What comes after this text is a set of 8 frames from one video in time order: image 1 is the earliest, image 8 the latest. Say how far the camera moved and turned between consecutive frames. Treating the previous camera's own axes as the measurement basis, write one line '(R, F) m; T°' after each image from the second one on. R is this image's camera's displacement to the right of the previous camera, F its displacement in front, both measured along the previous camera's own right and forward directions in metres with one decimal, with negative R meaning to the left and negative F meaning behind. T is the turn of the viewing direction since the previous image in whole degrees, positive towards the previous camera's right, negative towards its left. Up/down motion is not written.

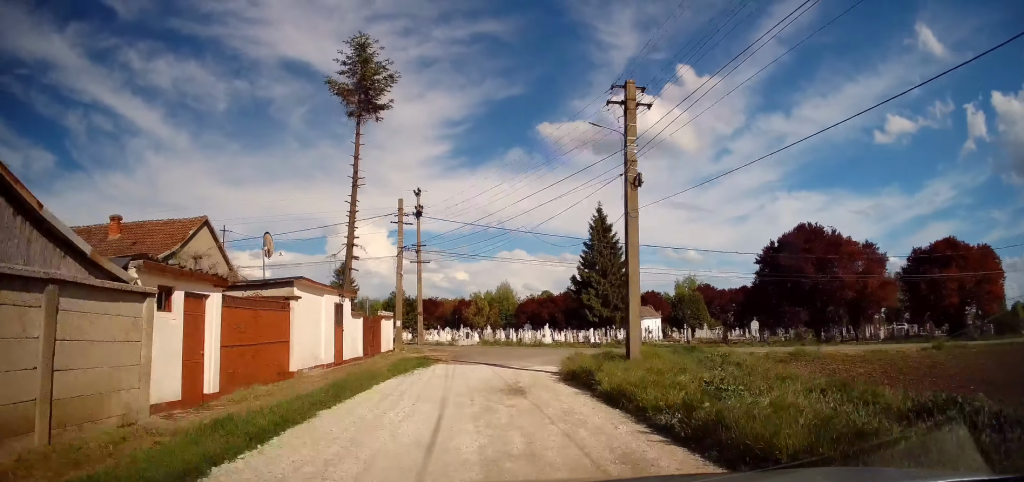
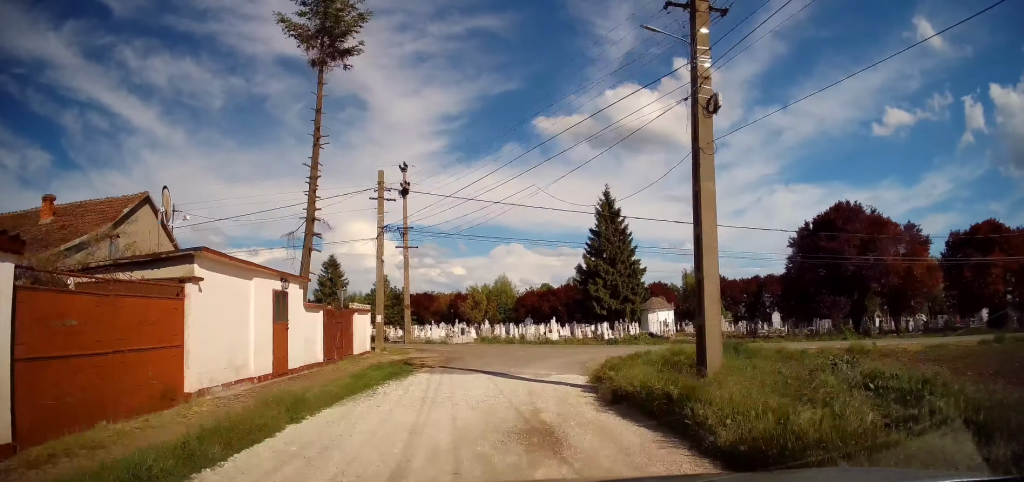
(-0.2, +4.8) m; 0°
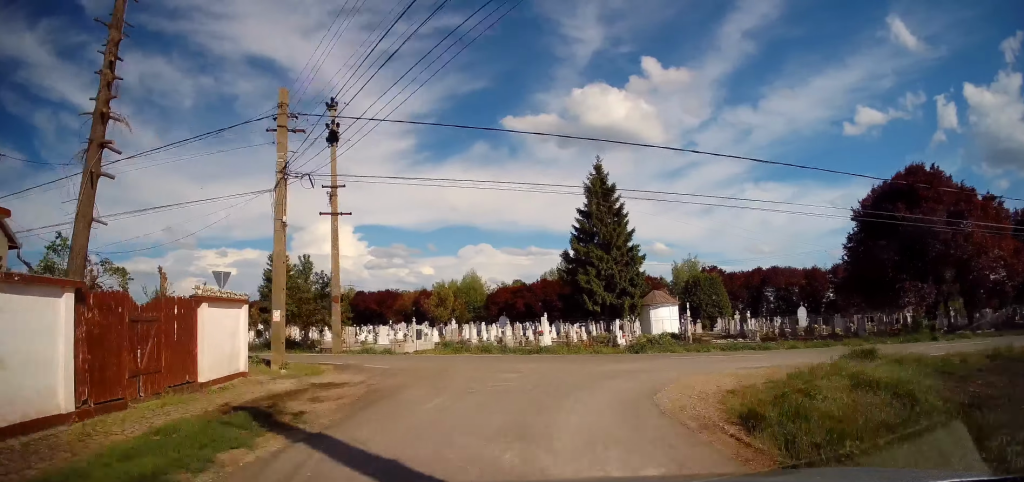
(+0.5, +9.4) m; +6°
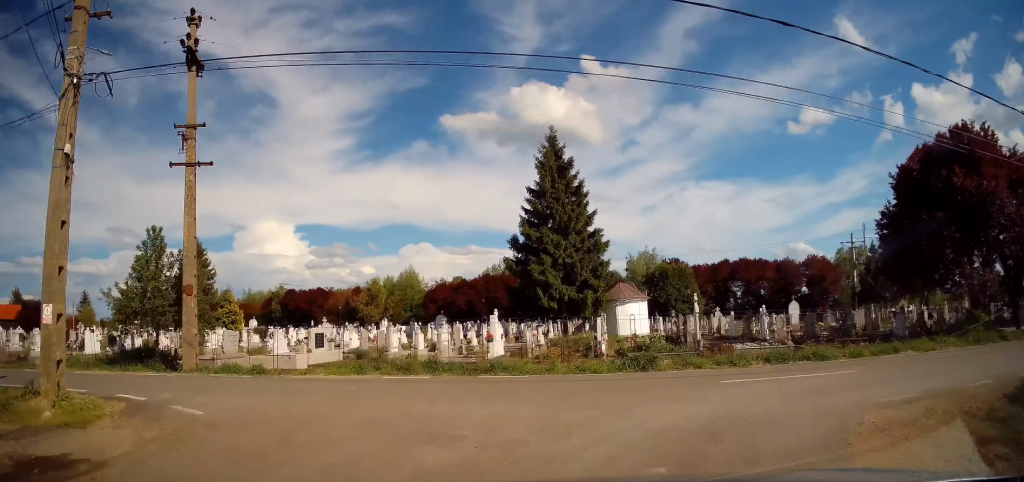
(+0.3, +7.5) m; +4°
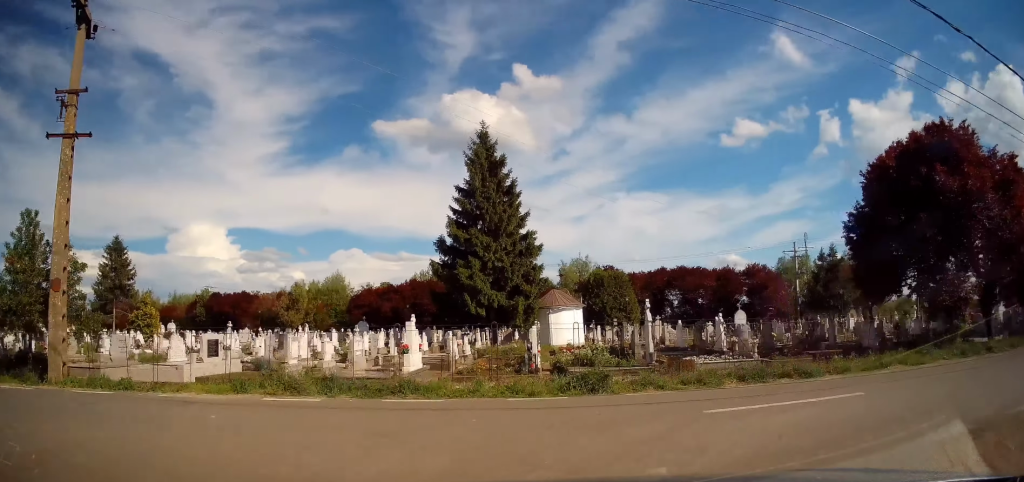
(0.0, +2.8) m; +10°
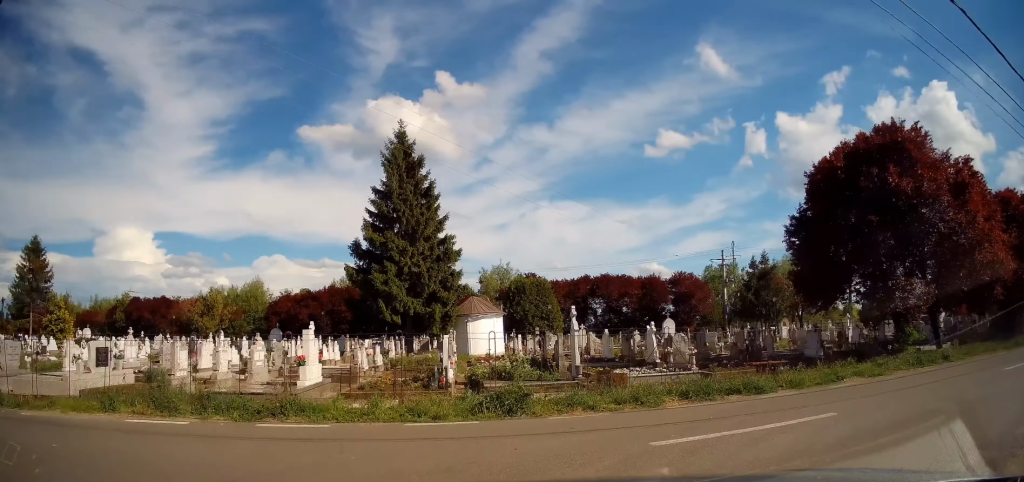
(-0.3, +1.9) m; +9°
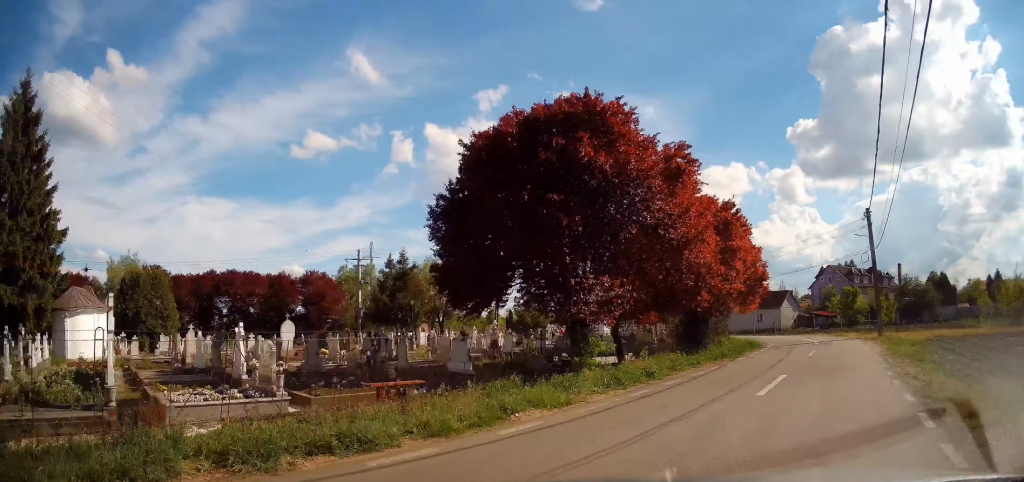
(+2.2, +4.6) m; +41°
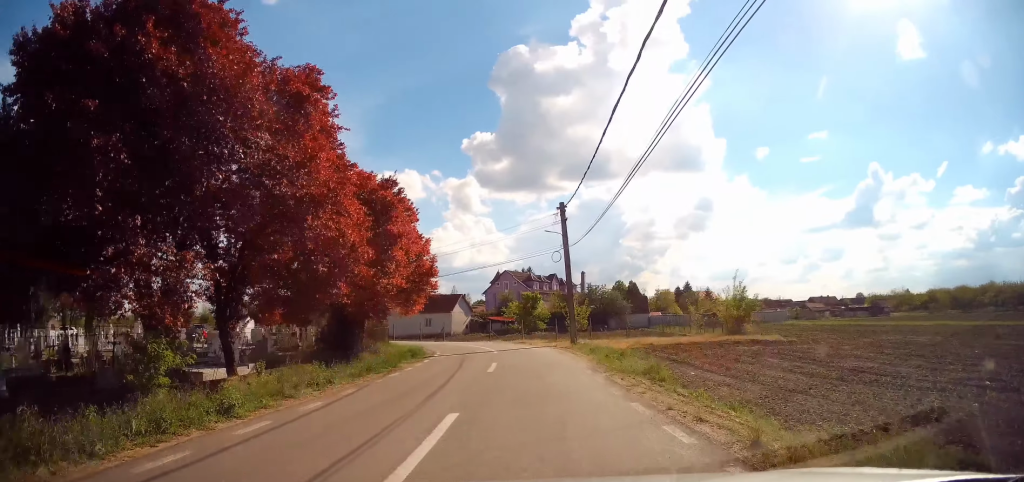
(+1.7, +5.1) m; +30°
